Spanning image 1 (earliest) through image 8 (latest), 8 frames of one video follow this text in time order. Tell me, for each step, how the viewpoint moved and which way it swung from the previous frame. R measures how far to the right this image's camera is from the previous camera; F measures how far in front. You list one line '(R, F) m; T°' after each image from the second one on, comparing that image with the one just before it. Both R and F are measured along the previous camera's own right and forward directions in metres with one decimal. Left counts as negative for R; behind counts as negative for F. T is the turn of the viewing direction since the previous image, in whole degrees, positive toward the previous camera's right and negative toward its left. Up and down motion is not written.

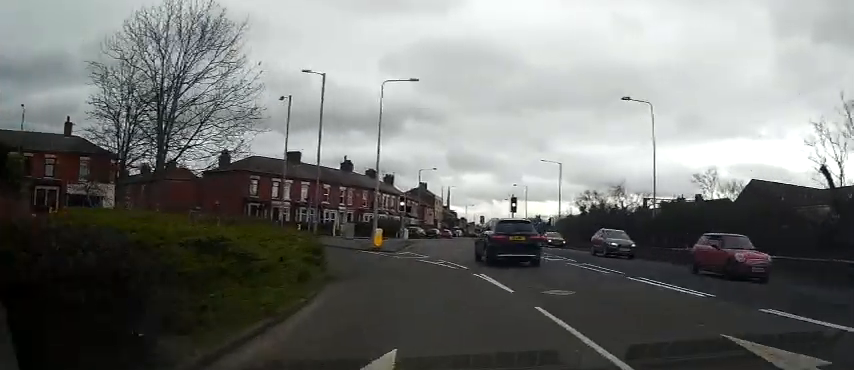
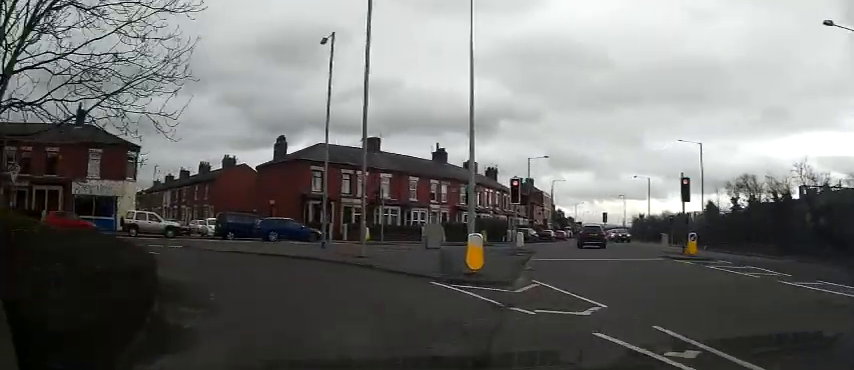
(-0.4, +12.8) m; -11°
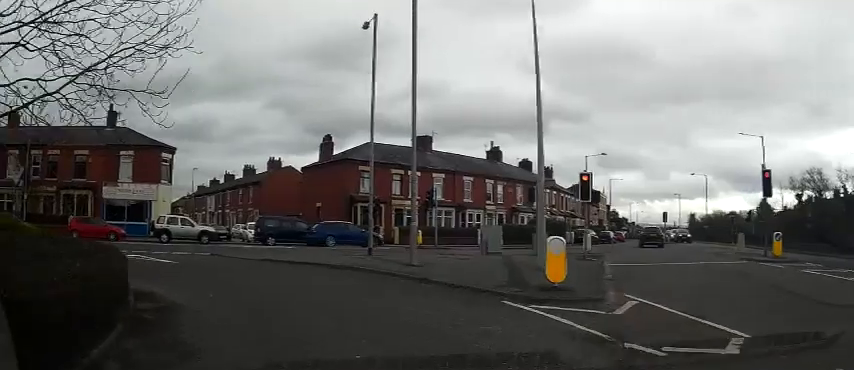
(-0.2, +2.4) m; -6°
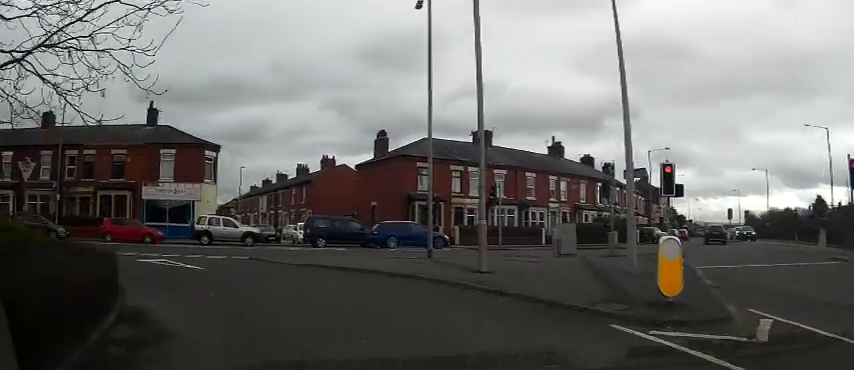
(-0.1, +2.3) m; -6°
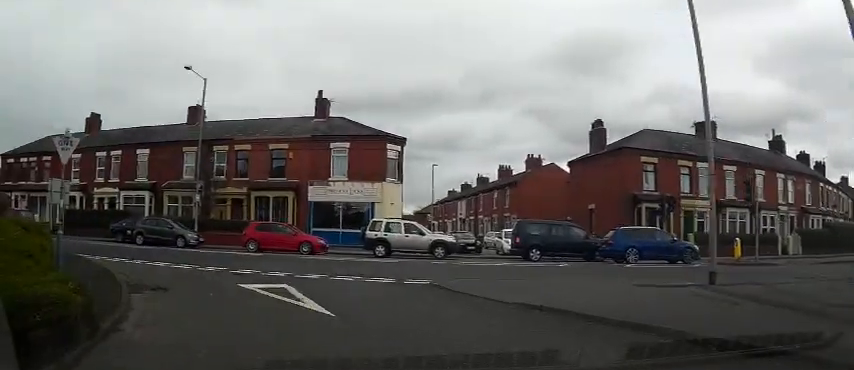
(-1.1, +6.6) m; -21°
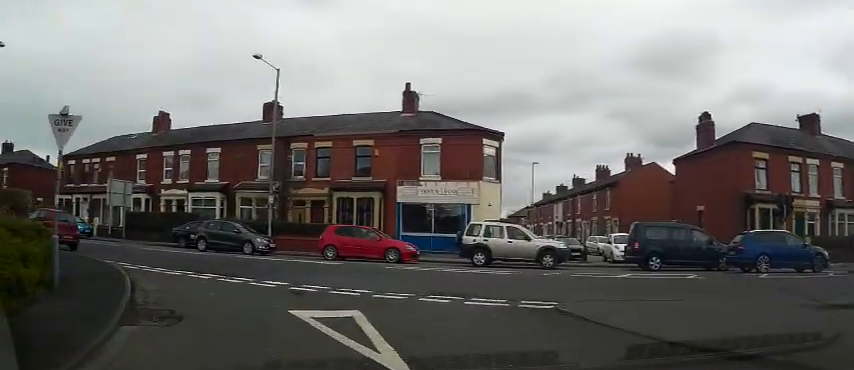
(-0.3, +3.3) m; -12°
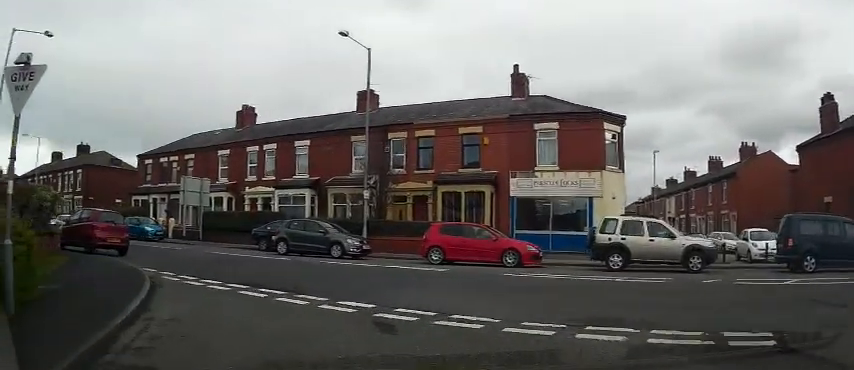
(-0.3, +3.7) m; -14°
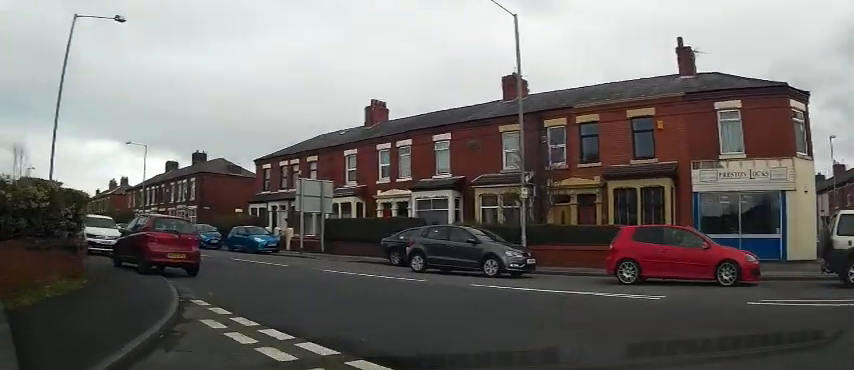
(-0.8, +4.8) m; -12°
